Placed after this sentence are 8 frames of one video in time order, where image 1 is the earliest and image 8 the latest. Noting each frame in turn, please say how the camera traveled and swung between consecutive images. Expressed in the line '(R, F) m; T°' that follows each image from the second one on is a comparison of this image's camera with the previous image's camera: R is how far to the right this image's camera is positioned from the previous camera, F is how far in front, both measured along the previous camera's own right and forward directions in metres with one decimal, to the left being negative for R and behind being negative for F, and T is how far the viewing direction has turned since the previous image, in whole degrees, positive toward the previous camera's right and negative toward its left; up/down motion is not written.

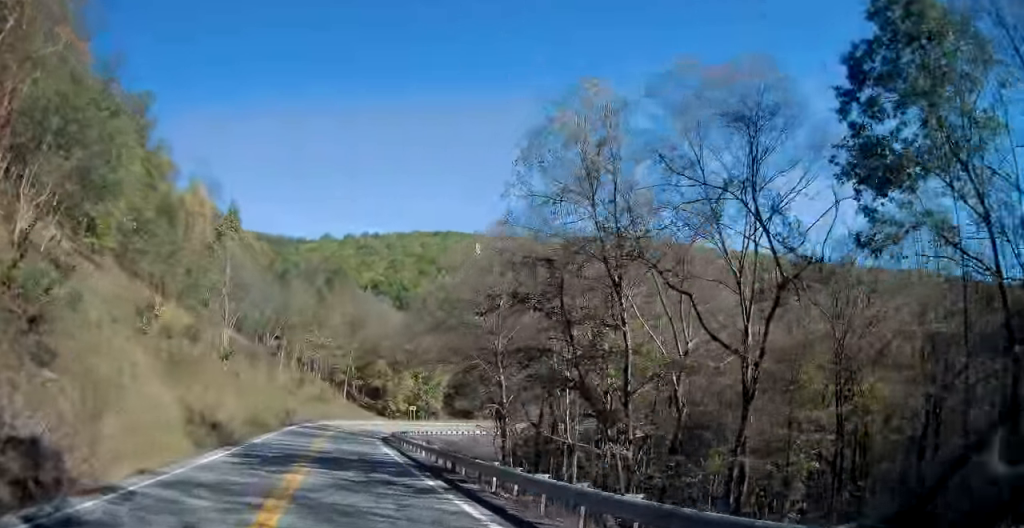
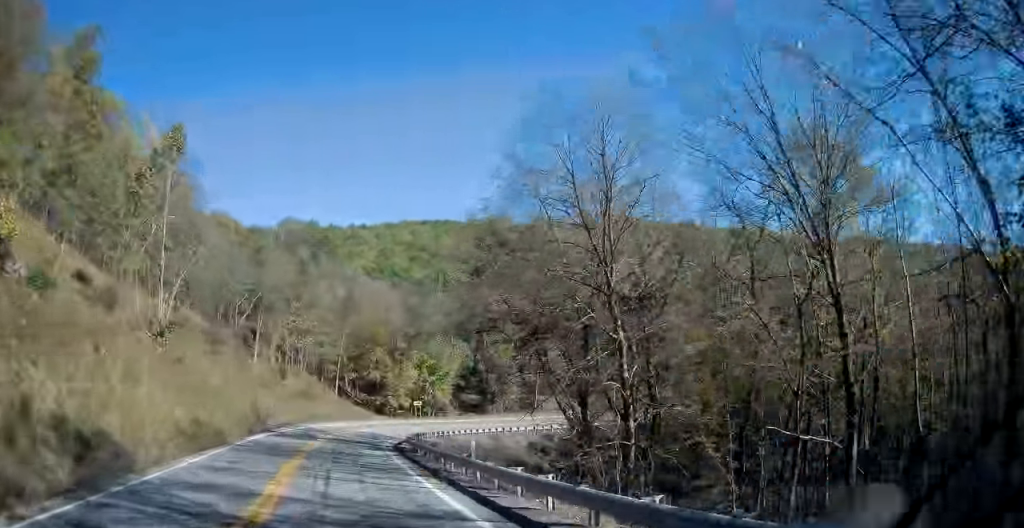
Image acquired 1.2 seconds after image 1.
(+0.1, +17.8) m; +1°
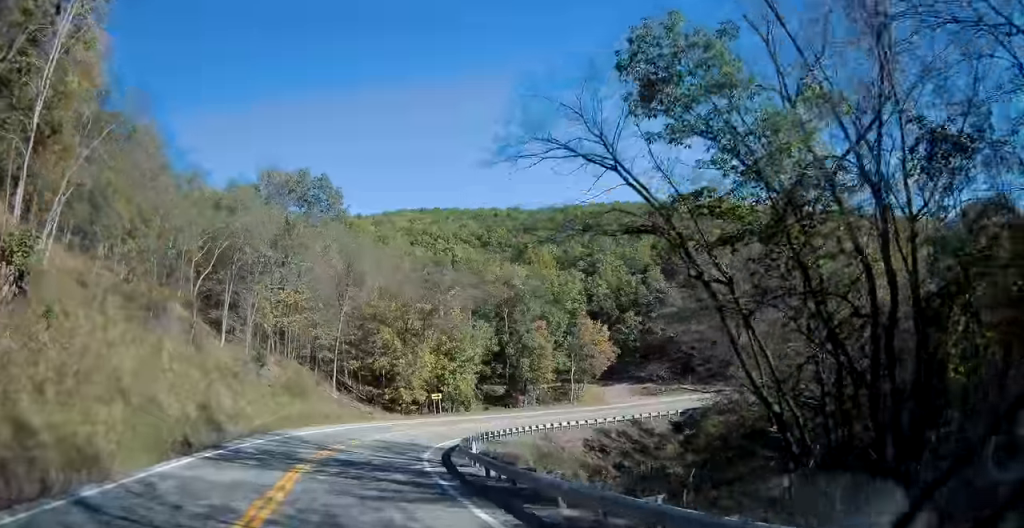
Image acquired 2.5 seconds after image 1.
(+0.2, +19.1) m; 0°
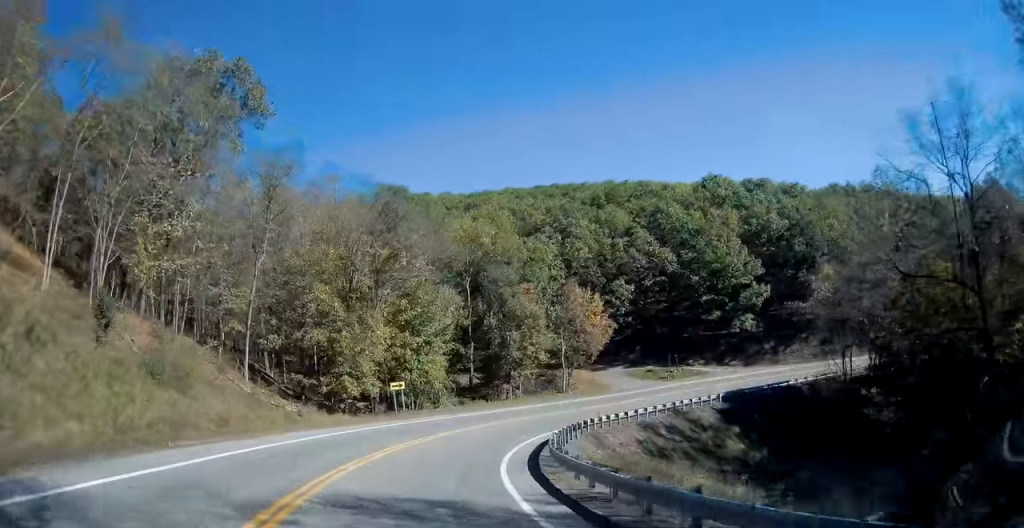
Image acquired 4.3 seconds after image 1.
(+0.5, +25.4) m; +8°
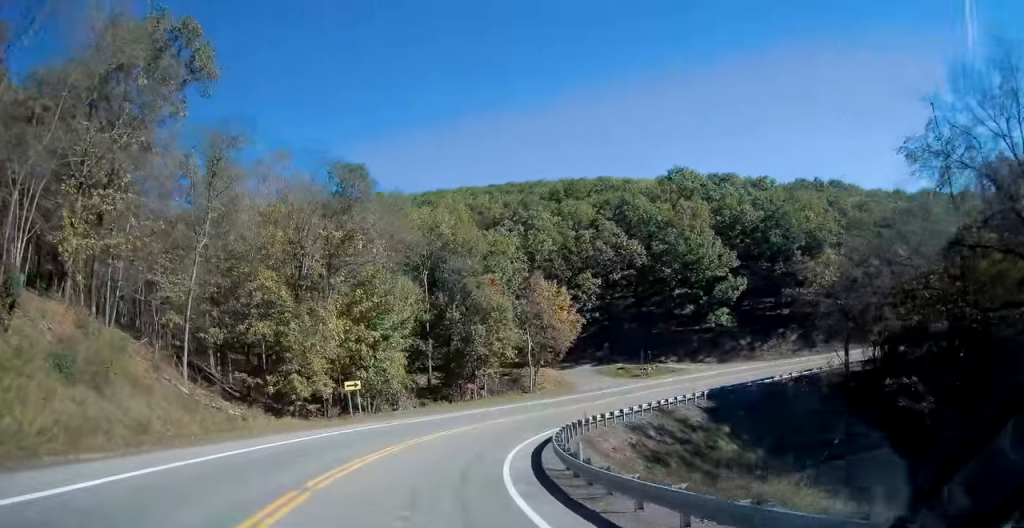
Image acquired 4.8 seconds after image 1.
(-0.1, +5.7) m; +4°
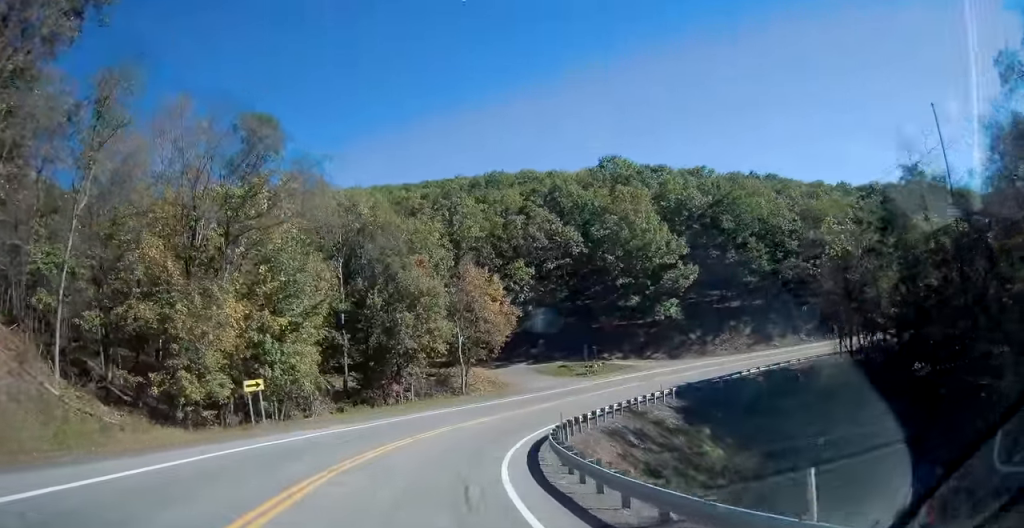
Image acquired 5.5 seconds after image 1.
(+0.9, +9.1) m; +7°
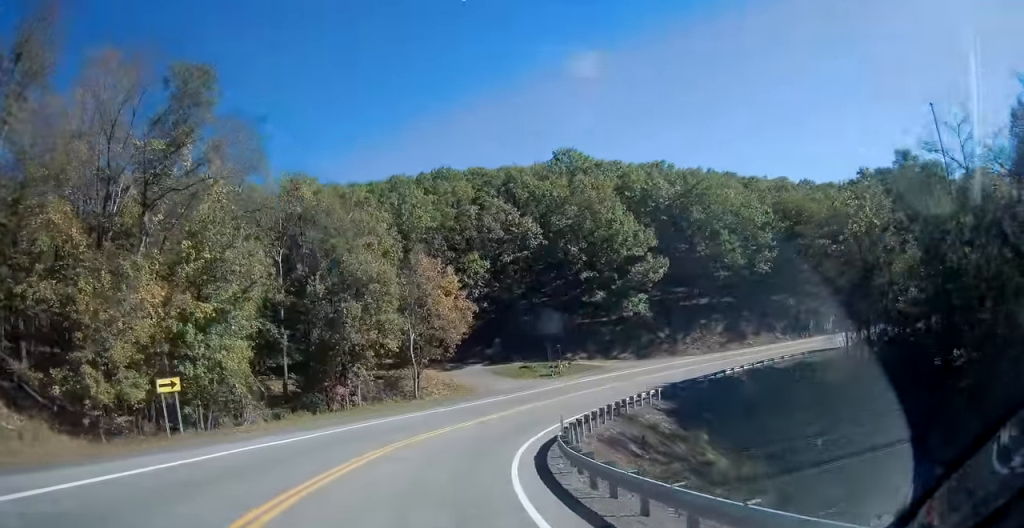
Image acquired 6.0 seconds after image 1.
(+0.3, +6.7) m; +5°
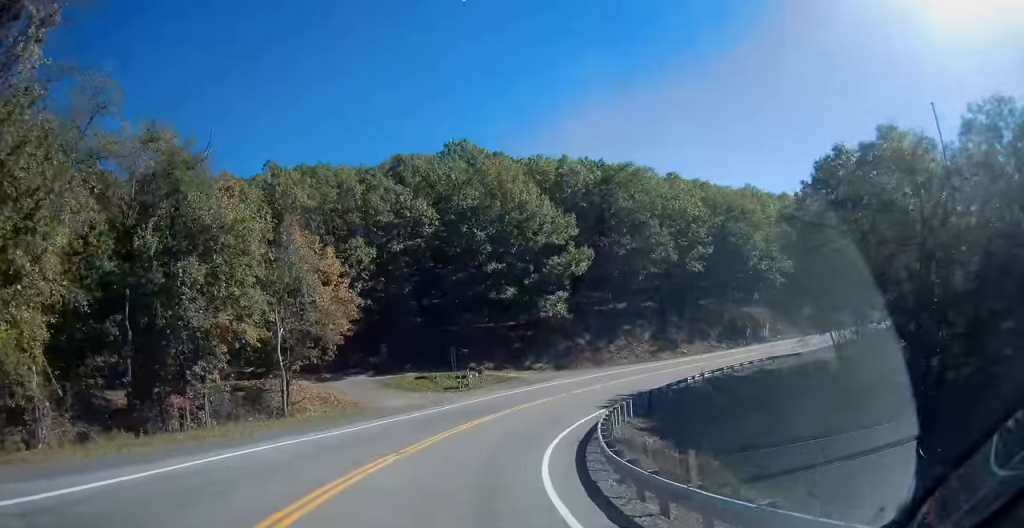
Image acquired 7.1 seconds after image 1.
(+1.0, +13.8) m; +10°
